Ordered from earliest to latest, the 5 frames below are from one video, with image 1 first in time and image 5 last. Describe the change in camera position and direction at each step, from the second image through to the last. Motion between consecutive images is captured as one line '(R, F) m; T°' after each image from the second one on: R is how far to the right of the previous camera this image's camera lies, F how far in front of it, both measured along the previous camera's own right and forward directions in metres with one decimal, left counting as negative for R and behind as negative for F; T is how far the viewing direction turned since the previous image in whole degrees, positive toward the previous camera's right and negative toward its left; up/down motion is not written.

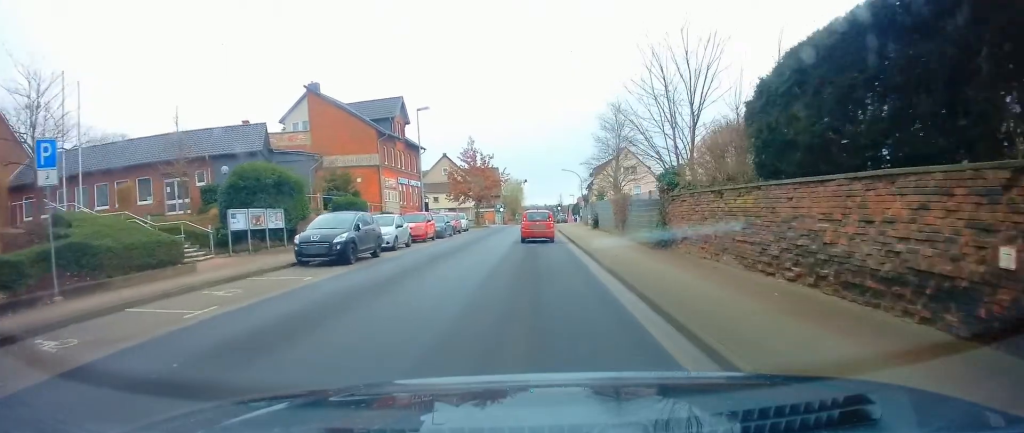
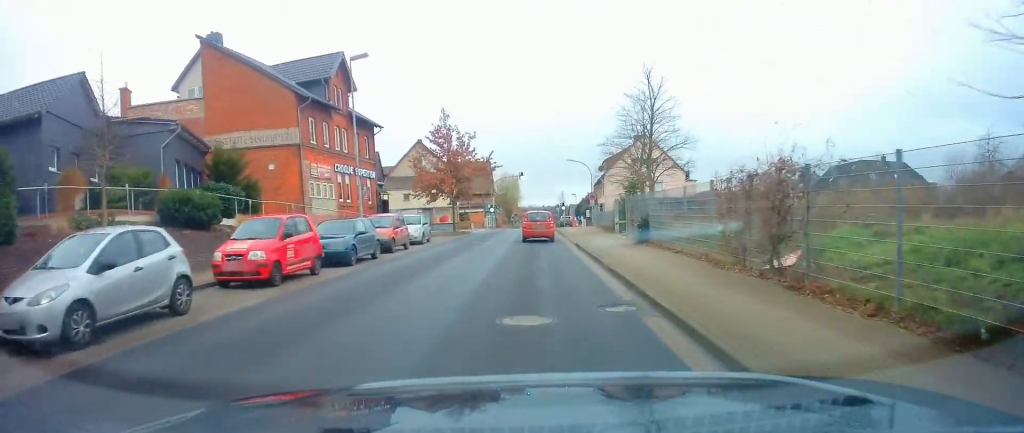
(+0.3, +17.2) m; +1°
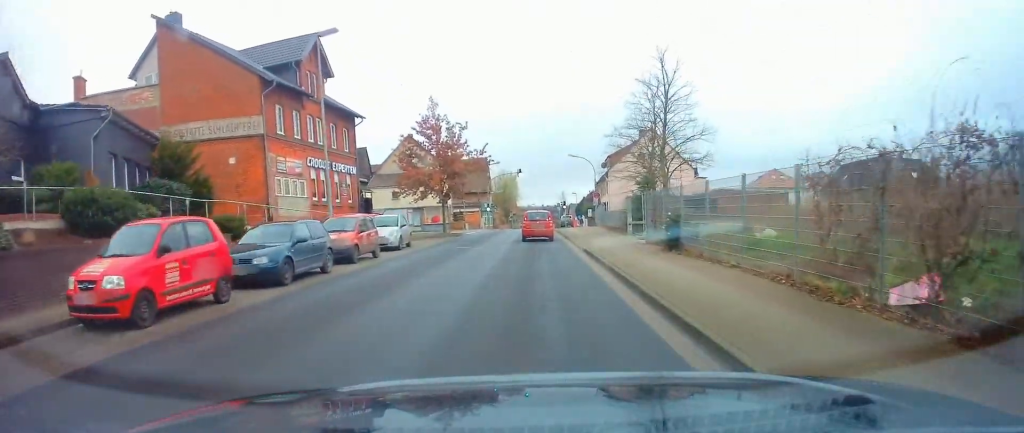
(0.0, +4.7) m; 0°
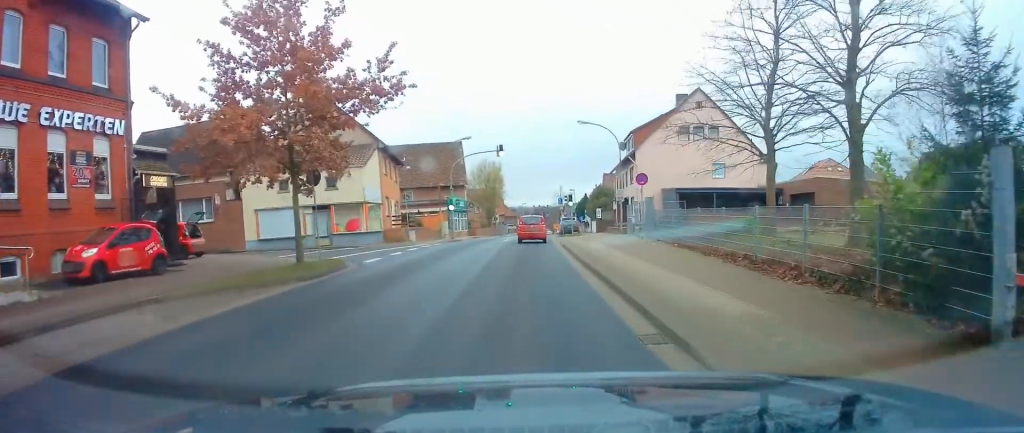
(+0.1, +24.3) m; +1°
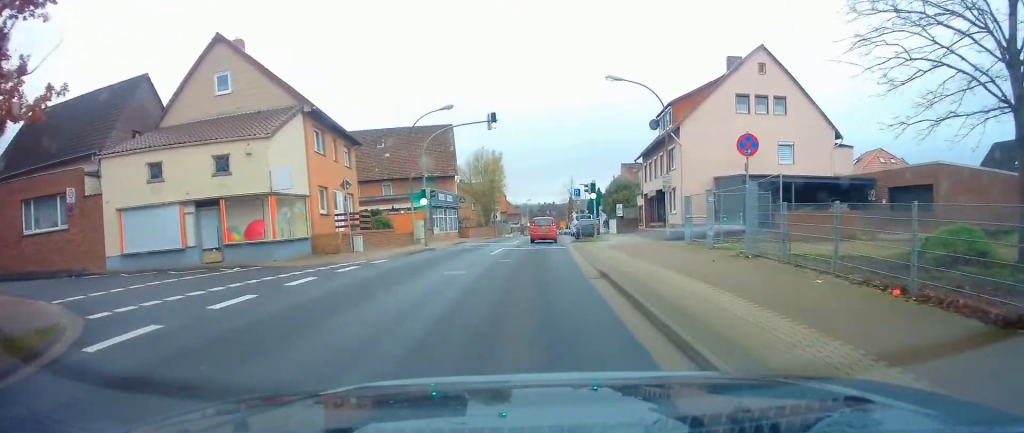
(0.0, +12.8) m; -1°
